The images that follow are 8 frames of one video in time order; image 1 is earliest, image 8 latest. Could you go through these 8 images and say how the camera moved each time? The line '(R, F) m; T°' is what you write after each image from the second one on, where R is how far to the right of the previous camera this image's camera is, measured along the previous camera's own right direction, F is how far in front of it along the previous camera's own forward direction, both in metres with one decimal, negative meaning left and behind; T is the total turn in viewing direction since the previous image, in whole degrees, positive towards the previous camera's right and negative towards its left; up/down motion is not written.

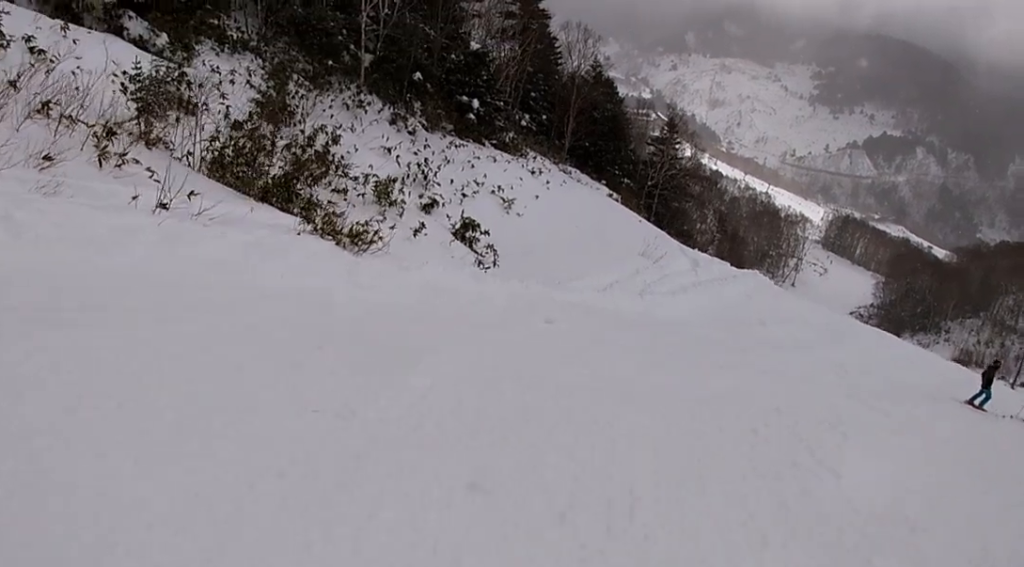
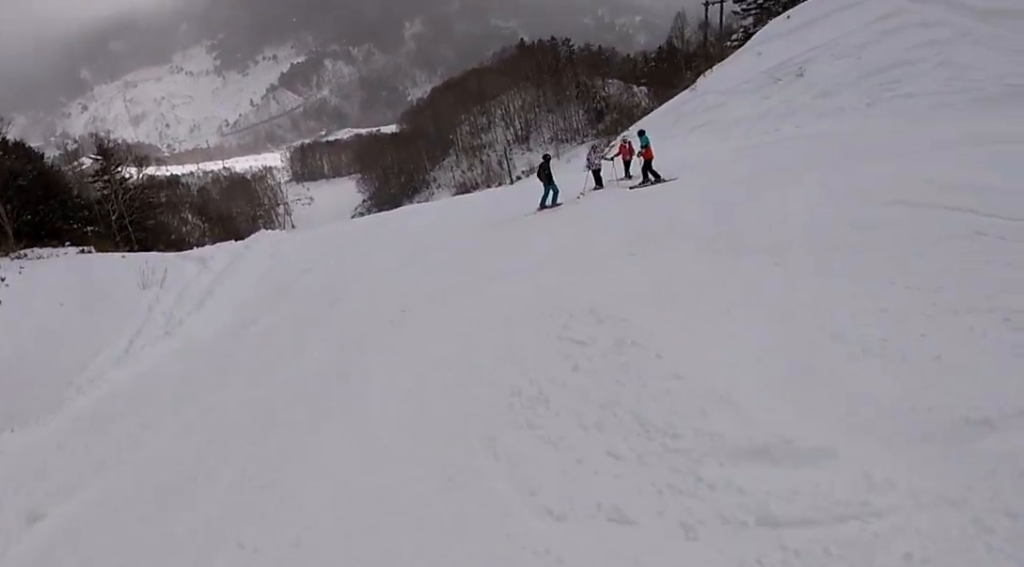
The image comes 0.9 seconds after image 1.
(+1.6, +3.6) m; +16°
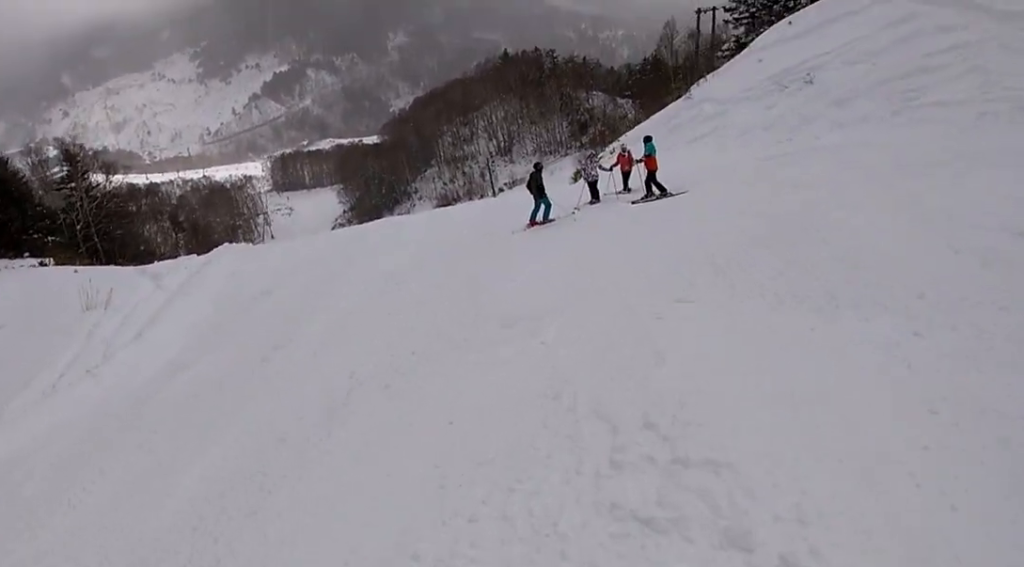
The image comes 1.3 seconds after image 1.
(+0.1, +2.4) m; -1°
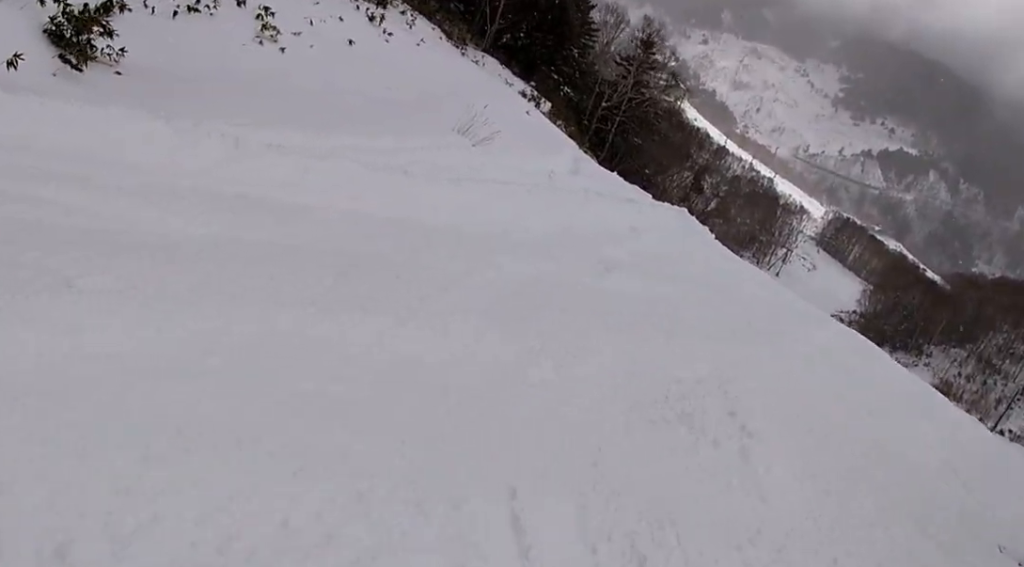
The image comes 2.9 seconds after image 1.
(-1.5, +7.7) m; -24°
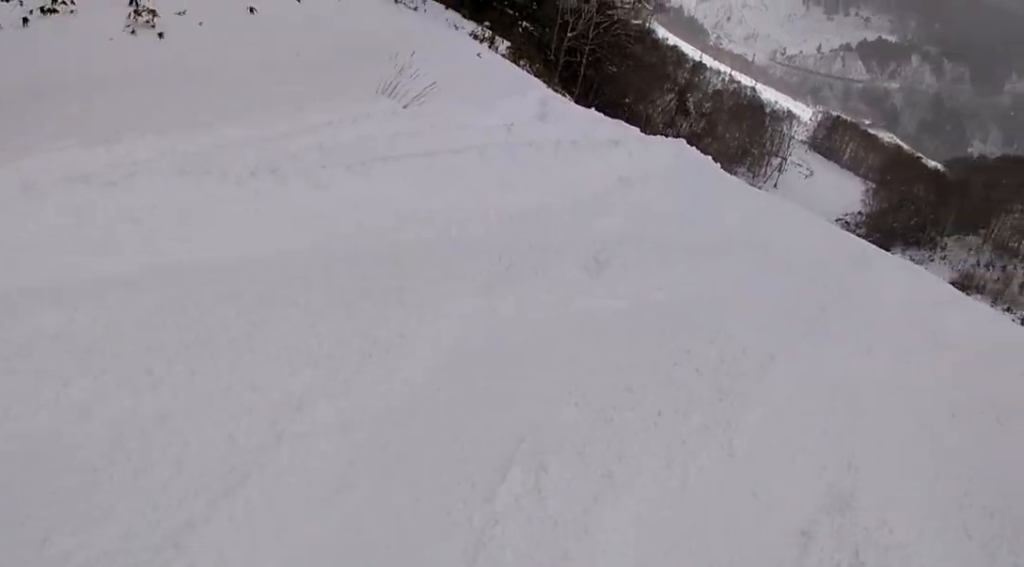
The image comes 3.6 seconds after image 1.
(-0.4, +3.8) m; +10°
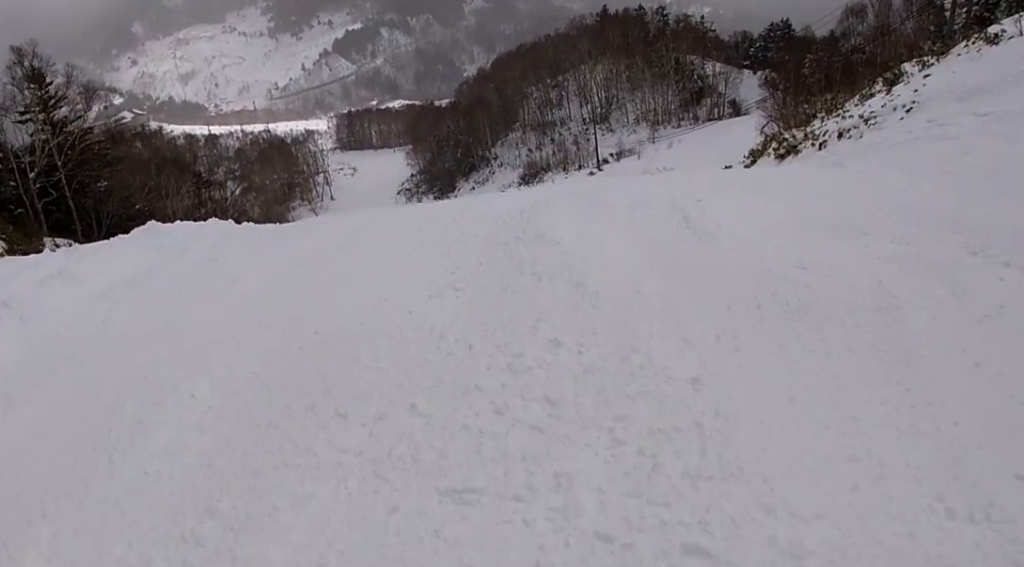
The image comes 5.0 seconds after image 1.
(+2.1, +5.6) m; +36°
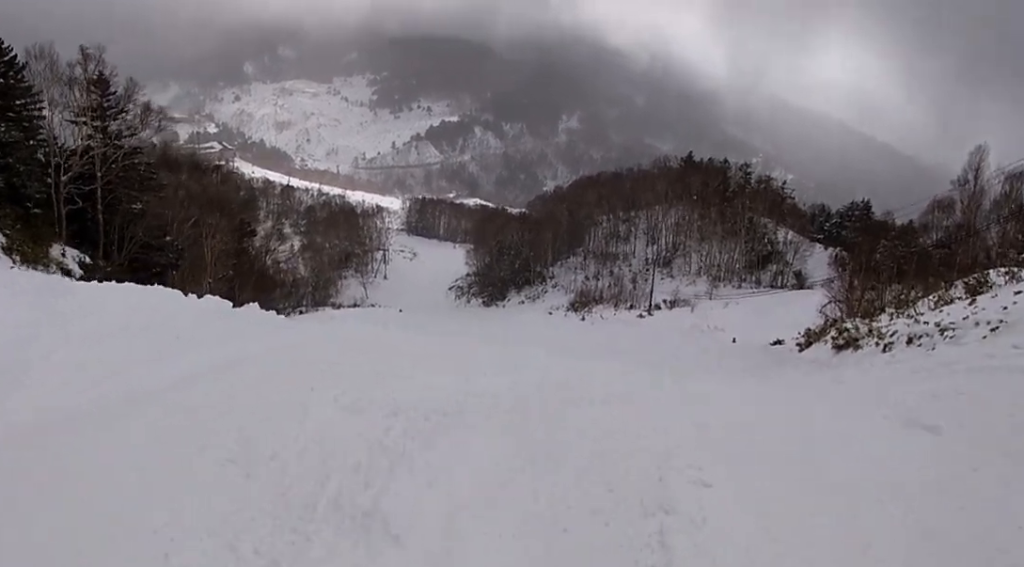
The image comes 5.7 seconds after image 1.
(0.0, +2.5) m; -9°
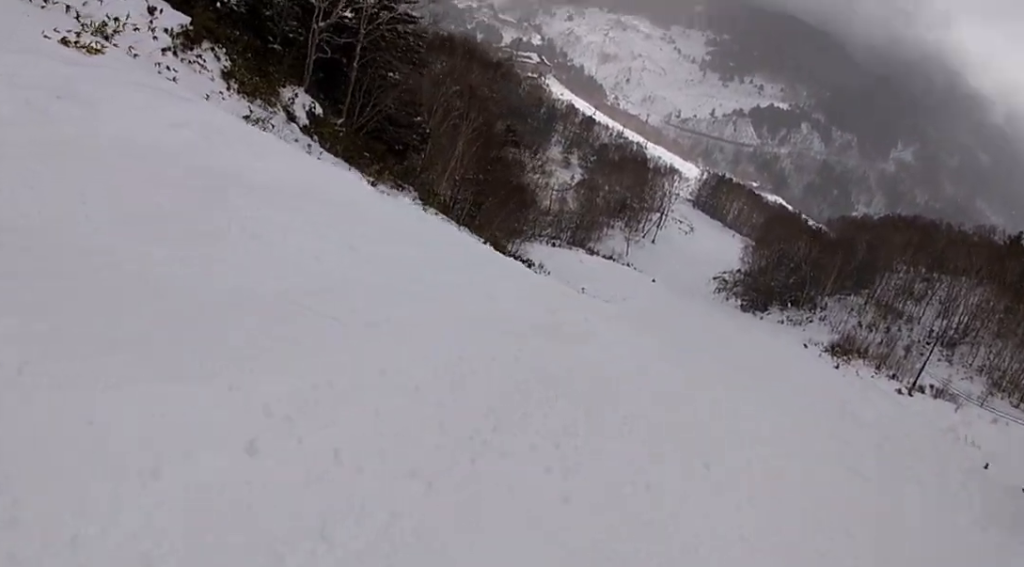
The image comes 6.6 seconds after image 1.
(-0.5, +2.9) m; -23°
